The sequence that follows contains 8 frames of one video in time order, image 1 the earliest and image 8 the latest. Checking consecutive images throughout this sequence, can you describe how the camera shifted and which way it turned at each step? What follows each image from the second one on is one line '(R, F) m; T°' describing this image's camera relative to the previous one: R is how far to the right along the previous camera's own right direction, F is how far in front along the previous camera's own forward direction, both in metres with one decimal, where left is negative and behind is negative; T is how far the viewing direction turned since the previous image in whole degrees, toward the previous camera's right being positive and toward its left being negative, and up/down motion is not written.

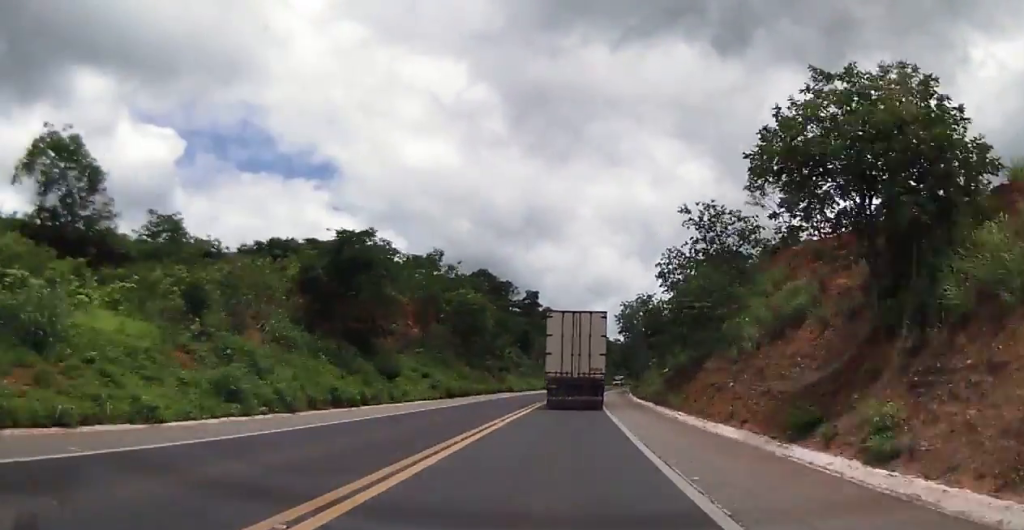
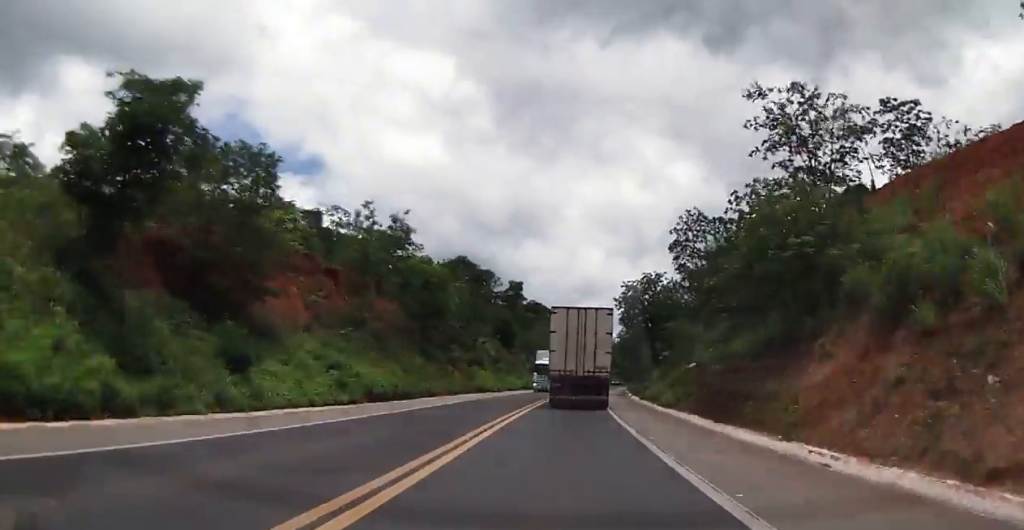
(-0.1, +16.7) m; 0°
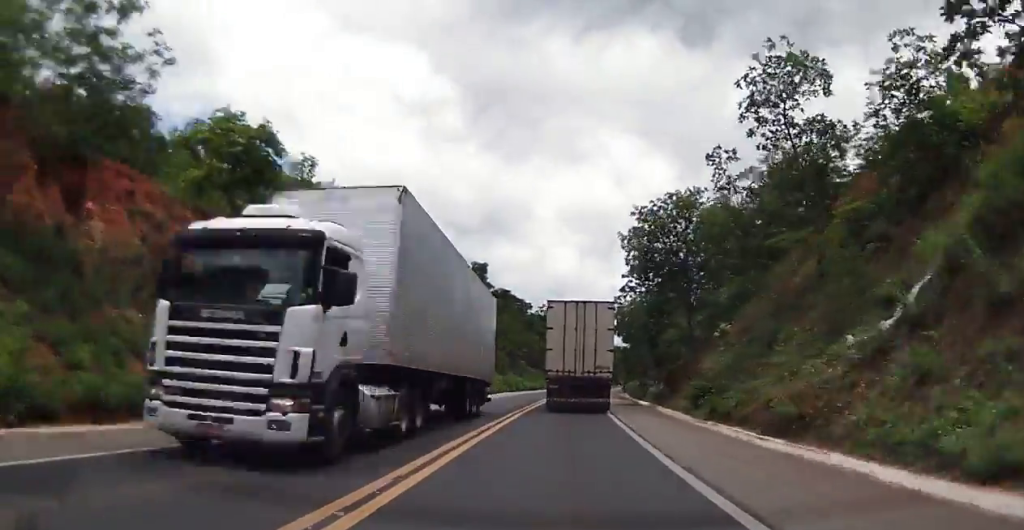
(+0.1, +29.0) m; +1°
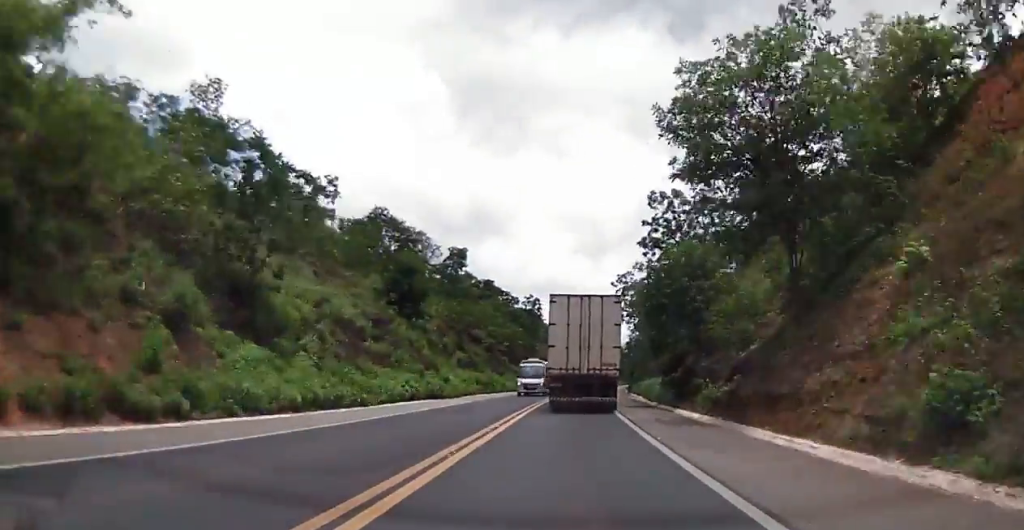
(+0.2, +18.7) m; +1°
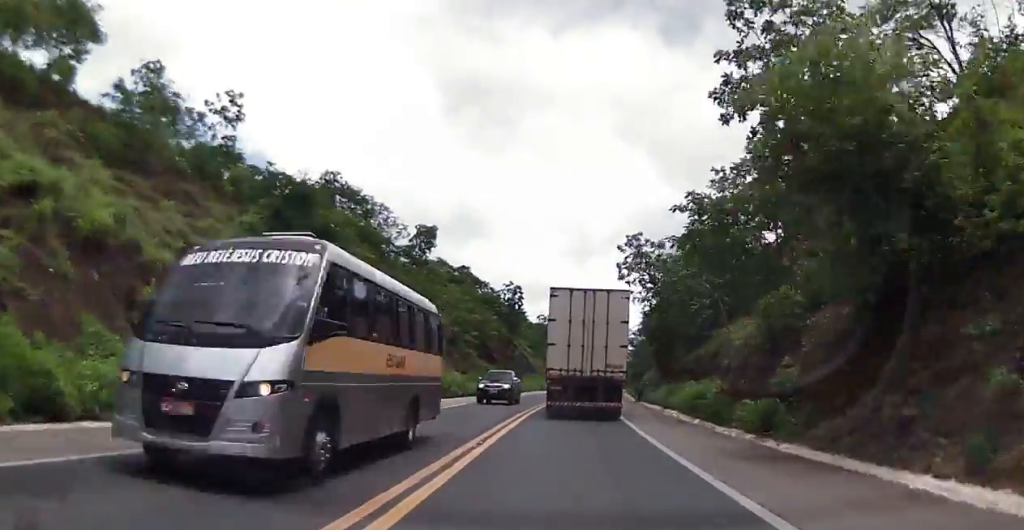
(+0.1, +21.1) m; +2°
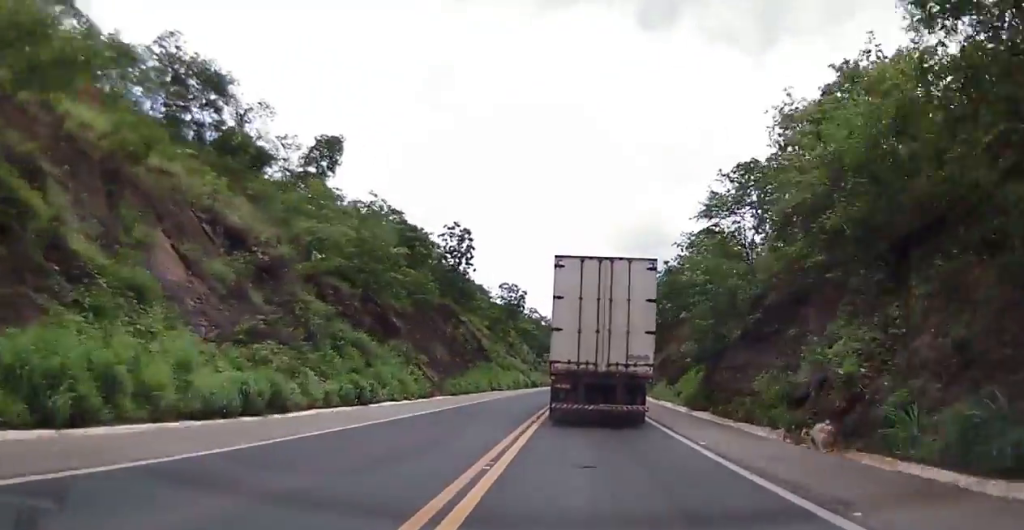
(+1.5, +42.1) m; +2°
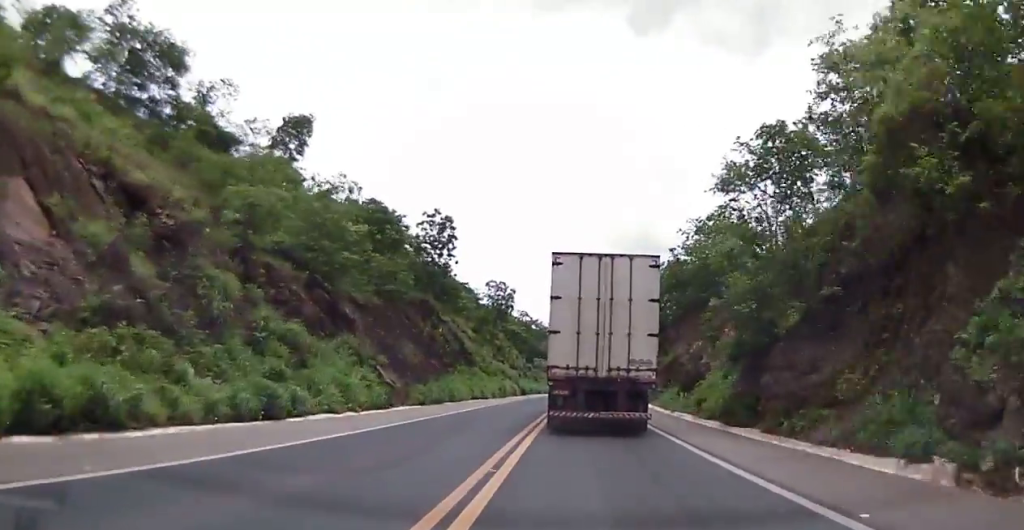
(0.0, +8.0) m; 0°
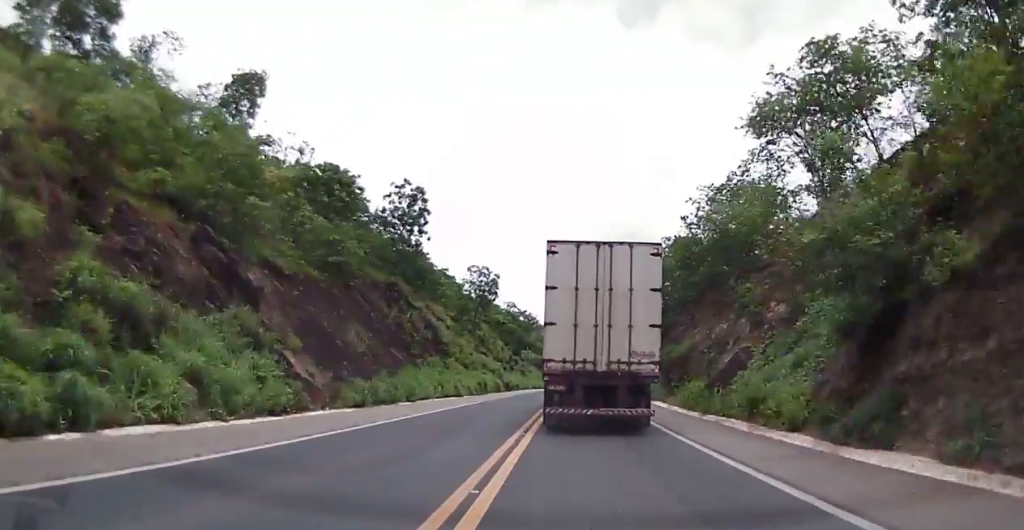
(0.0, +10.5) m; +1°
